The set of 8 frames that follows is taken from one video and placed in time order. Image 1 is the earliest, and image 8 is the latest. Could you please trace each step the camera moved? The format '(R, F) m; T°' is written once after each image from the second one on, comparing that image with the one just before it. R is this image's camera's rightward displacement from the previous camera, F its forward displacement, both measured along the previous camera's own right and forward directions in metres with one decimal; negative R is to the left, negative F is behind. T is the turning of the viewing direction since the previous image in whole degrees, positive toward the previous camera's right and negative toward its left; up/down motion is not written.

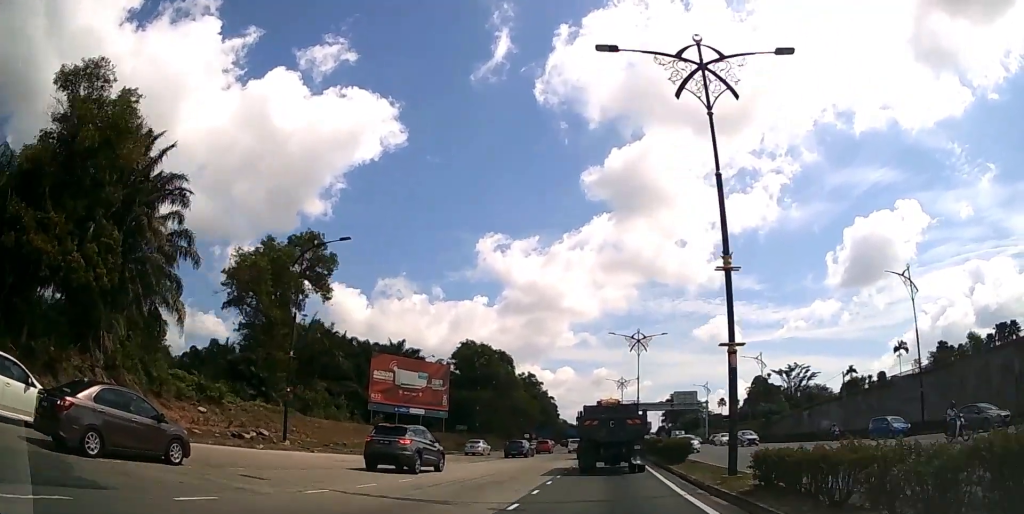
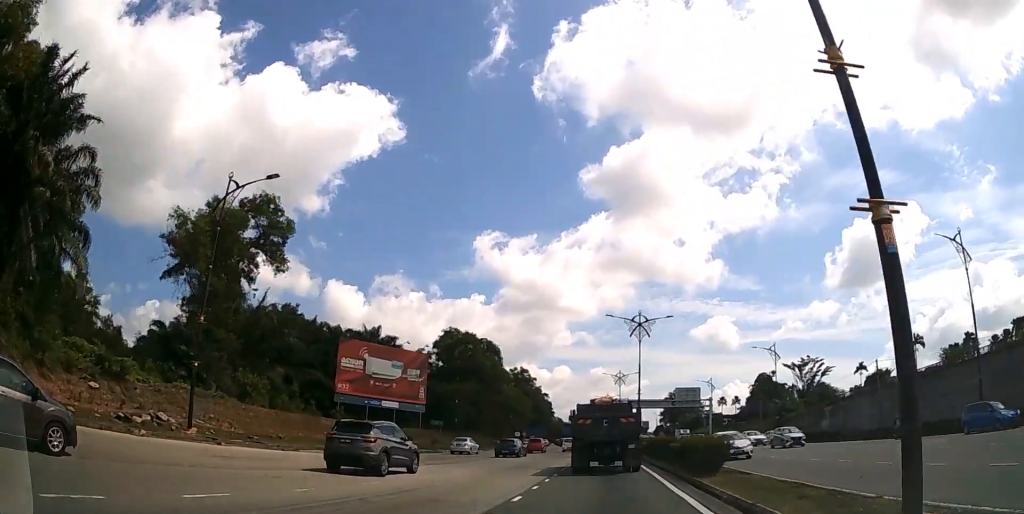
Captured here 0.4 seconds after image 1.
(0.0, +8.6) m; 0°
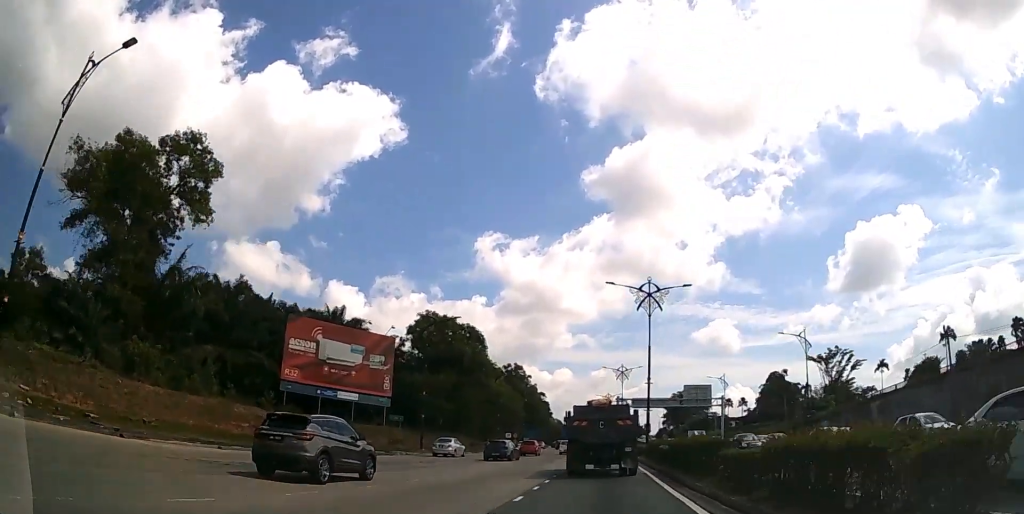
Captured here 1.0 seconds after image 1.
(0.0, +11.5) m; 0°
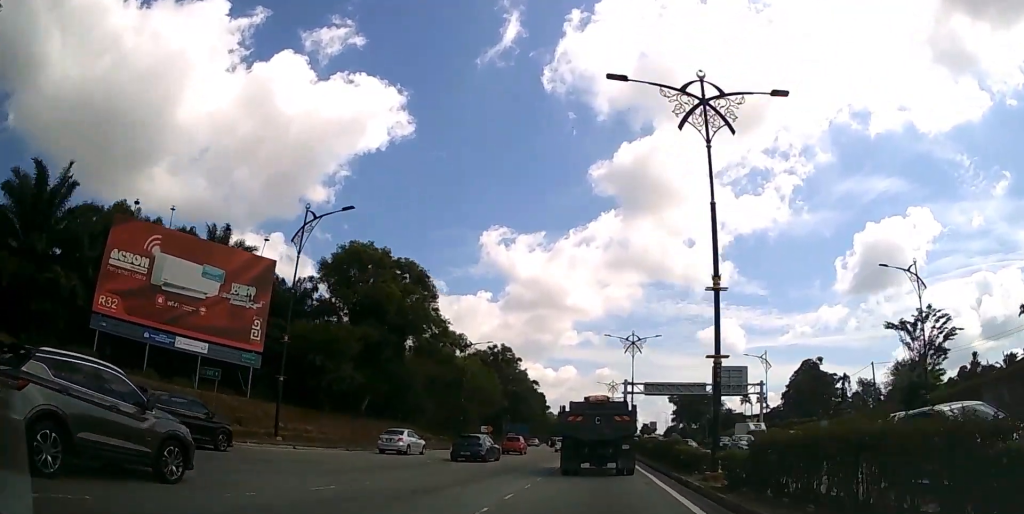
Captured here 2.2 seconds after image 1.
(-0.1, +23.8) m; 0°
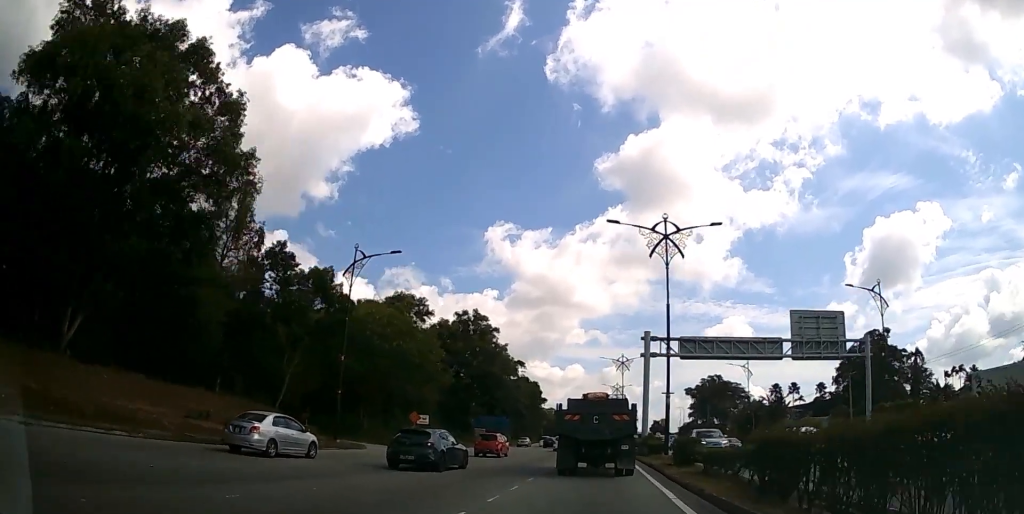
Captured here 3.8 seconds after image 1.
(-0.2, +31.3) m; -1°
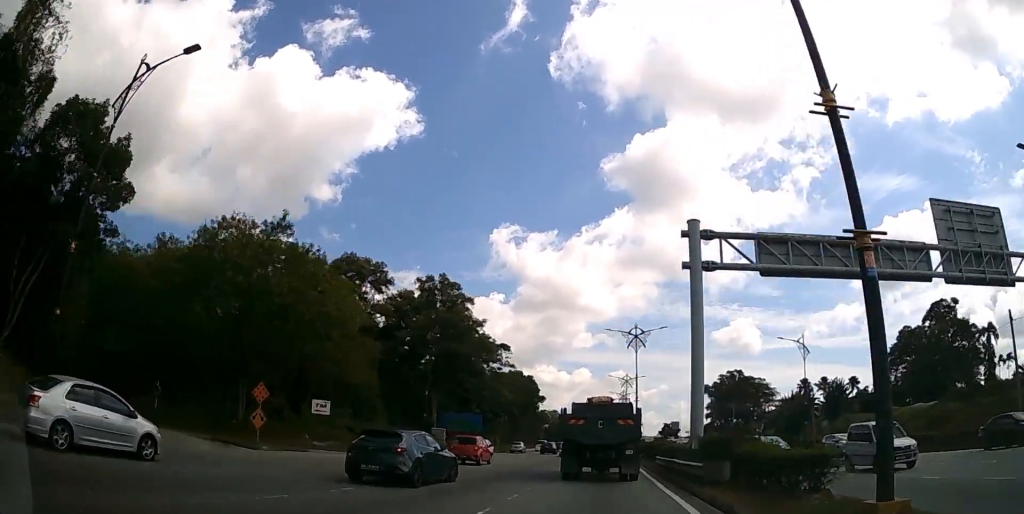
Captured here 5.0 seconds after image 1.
(-0.1, +21.7) m; 0°
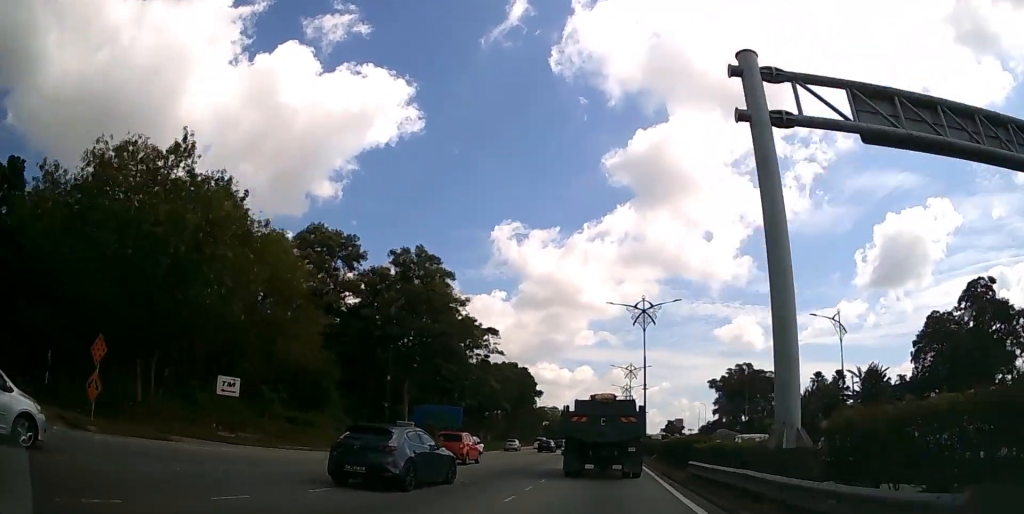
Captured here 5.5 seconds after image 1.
(0.0, +9.4) m; 0°
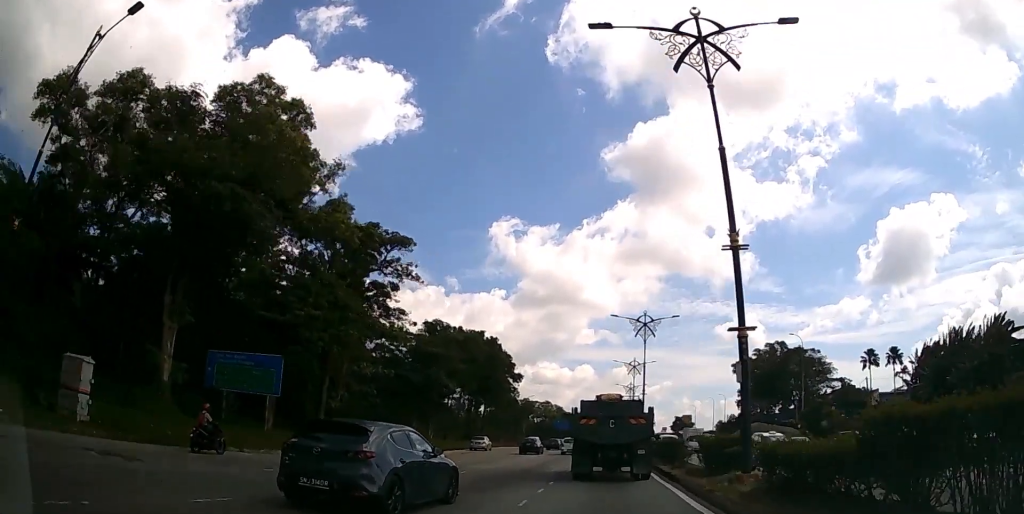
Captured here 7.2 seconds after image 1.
(-0.1, +33.4) m; 0°
